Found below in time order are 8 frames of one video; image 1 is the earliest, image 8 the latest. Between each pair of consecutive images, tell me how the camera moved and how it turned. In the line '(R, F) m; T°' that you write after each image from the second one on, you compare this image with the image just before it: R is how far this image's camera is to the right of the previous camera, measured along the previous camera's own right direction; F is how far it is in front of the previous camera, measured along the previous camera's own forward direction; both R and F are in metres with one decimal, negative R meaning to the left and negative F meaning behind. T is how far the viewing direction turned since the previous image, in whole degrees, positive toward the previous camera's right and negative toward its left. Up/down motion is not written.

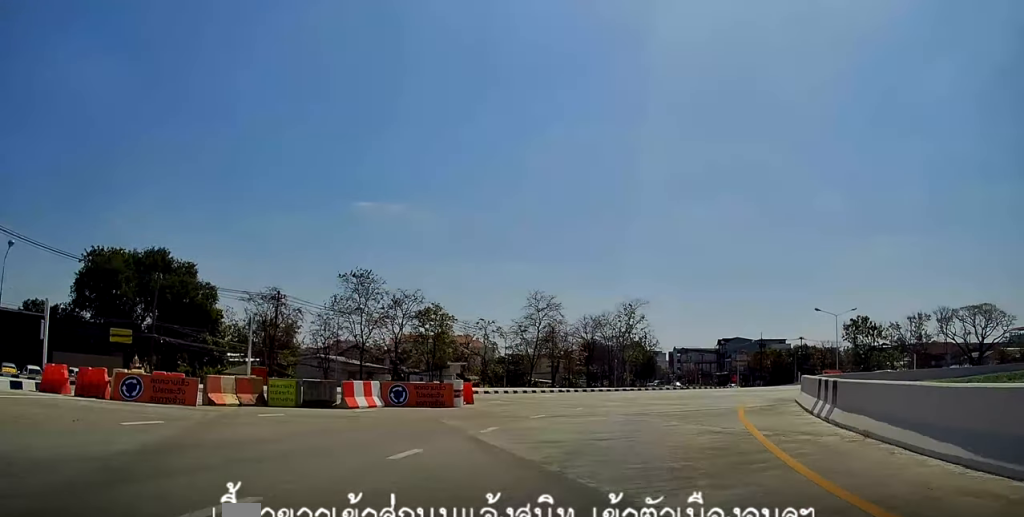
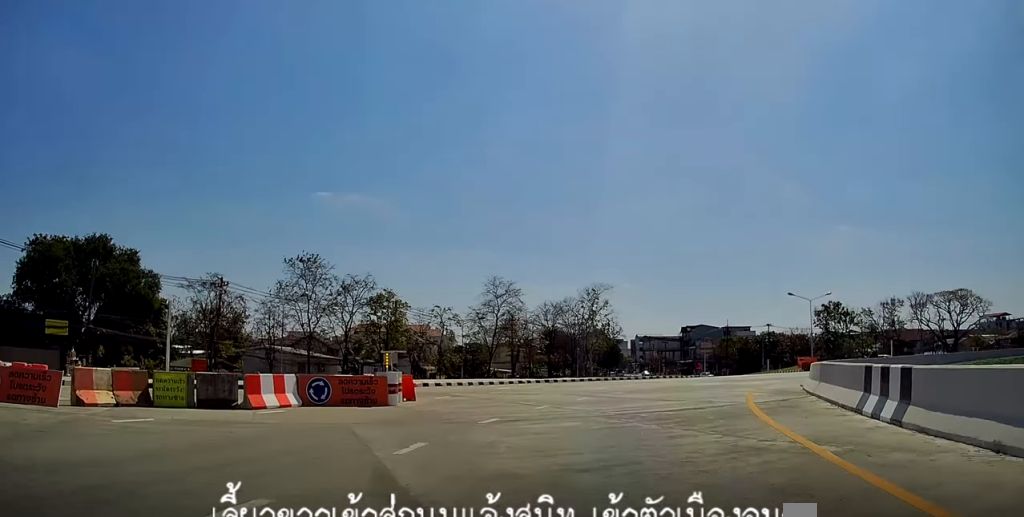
(+0.2, +4.3) m; +4°
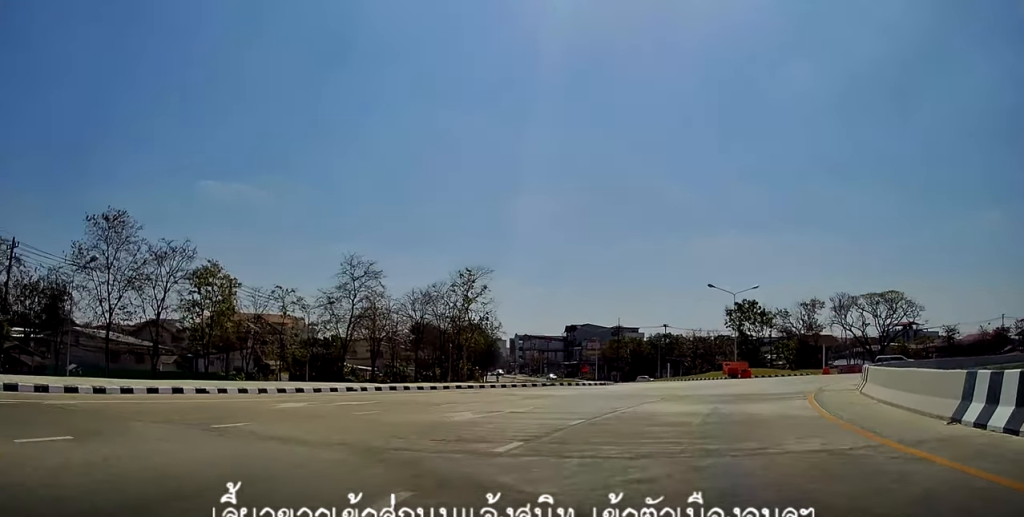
(+1.7, +15.4) m; +7°
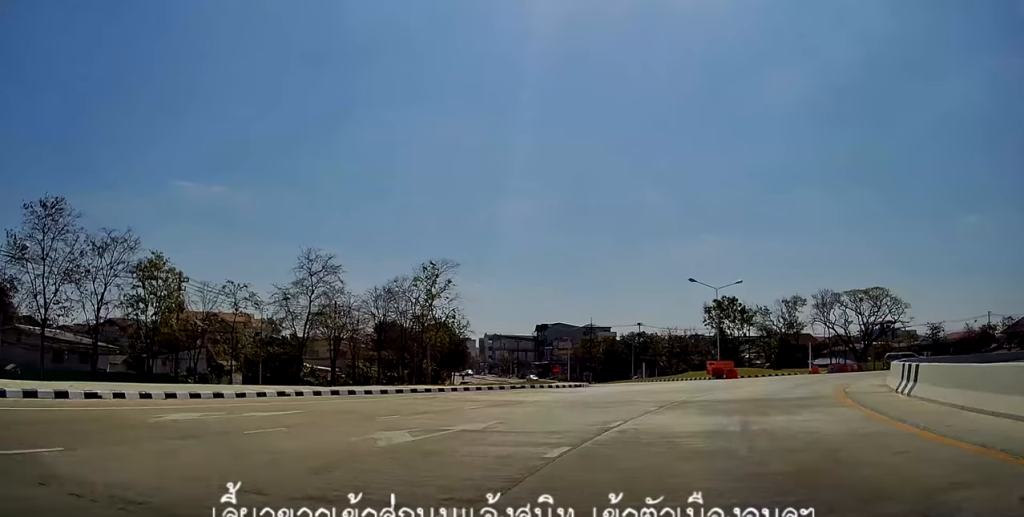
(-0.3, +5.0) m; +3°
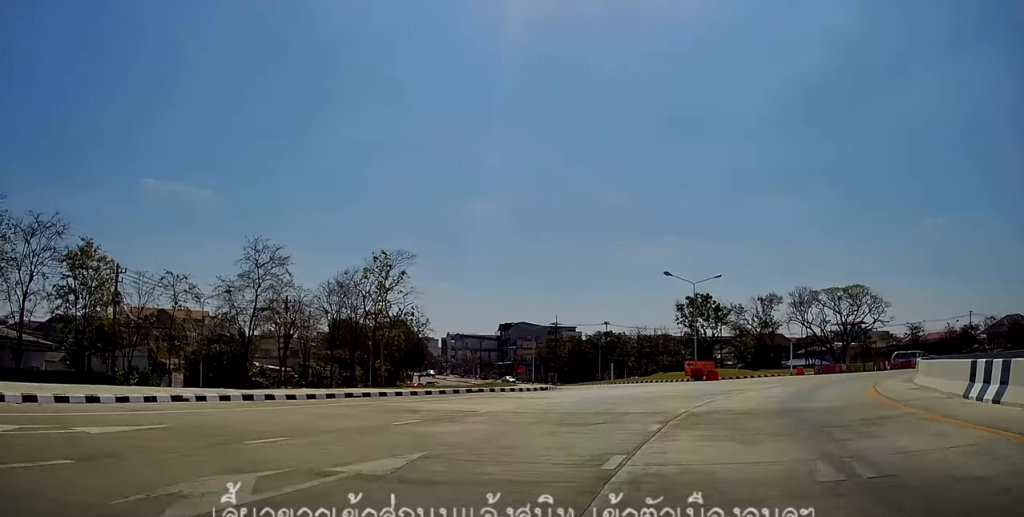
(0.0, +5.6) m; +3°
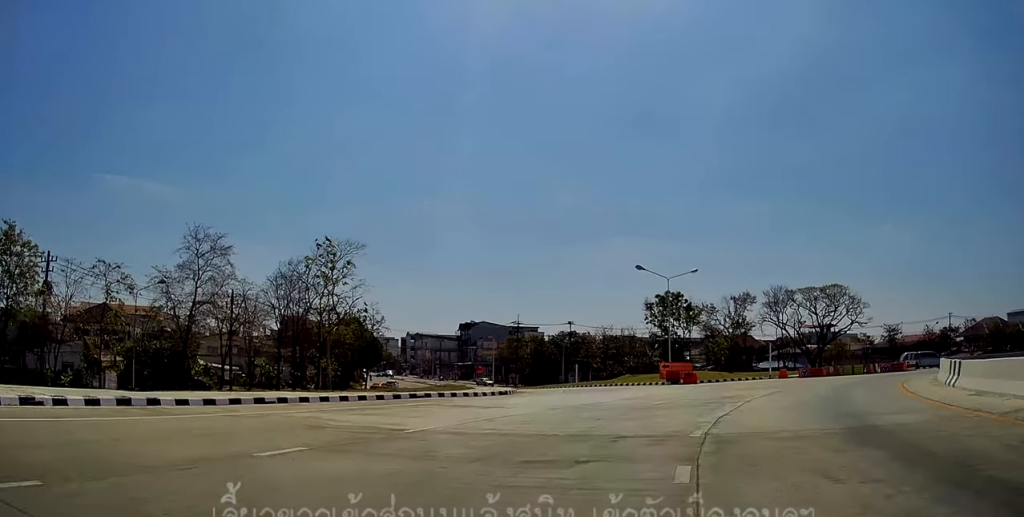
(+0.6, +5.1) m; +3°
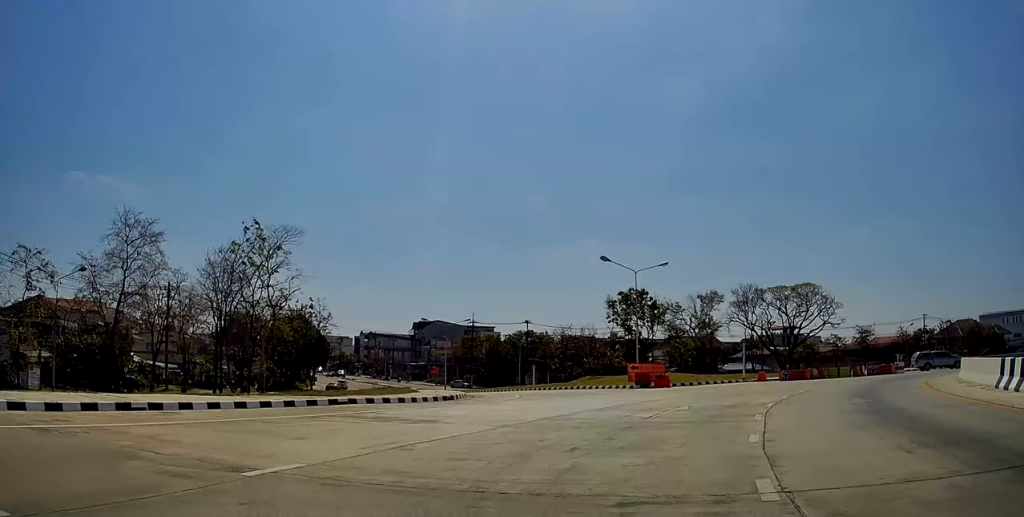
(-0.3, +5.0) m; +2°
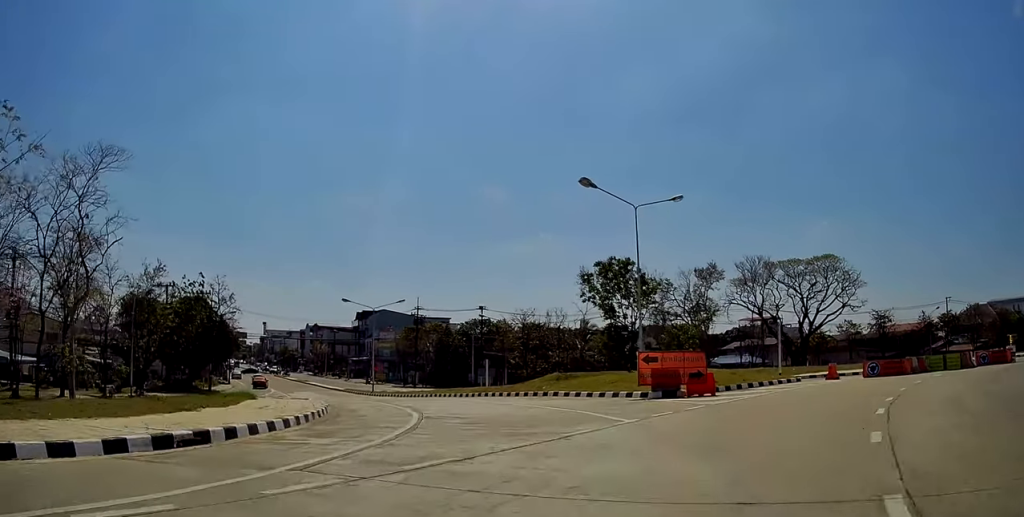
(+1.8, +17.8) m; +15°
